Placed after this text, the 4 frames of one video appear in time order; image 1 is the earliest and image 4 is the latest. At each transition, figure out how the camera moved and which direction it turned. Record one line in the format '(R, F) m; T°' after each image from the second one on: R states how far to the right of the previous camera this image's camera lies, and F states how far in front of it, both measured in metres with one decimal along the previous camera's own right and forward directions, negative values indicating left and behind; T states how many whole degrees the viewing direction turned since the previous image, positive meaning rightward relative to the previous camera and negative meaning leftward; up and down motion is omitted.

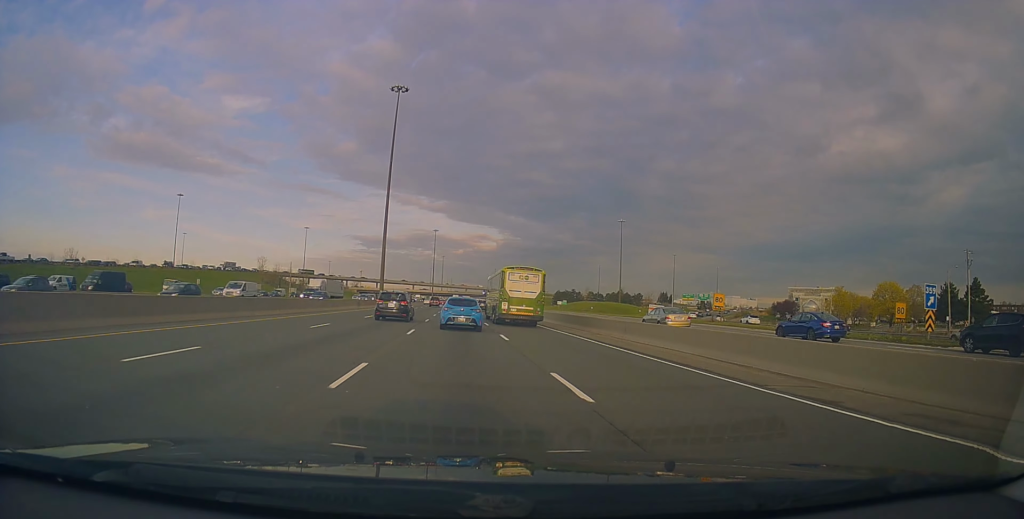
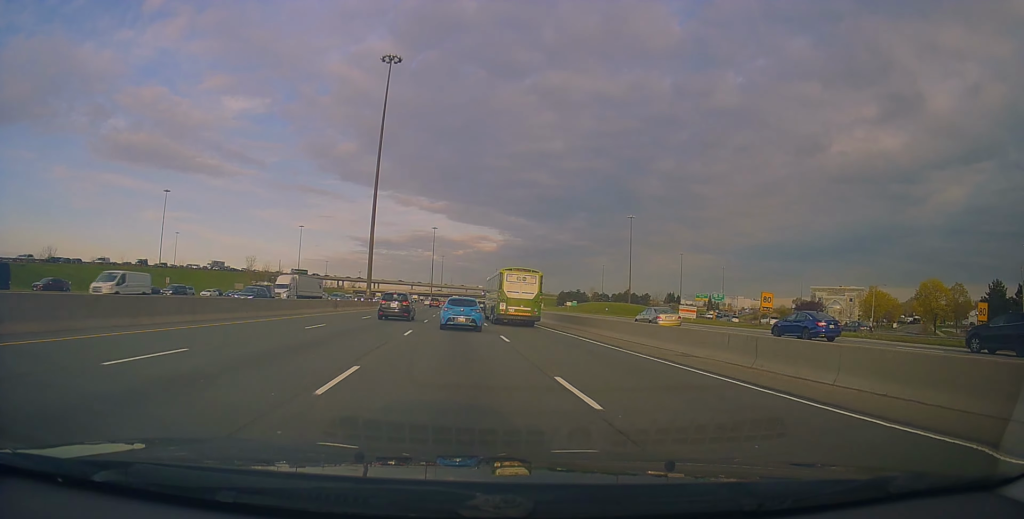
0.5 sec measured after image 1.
(+0.4, +12.3) m; +1°
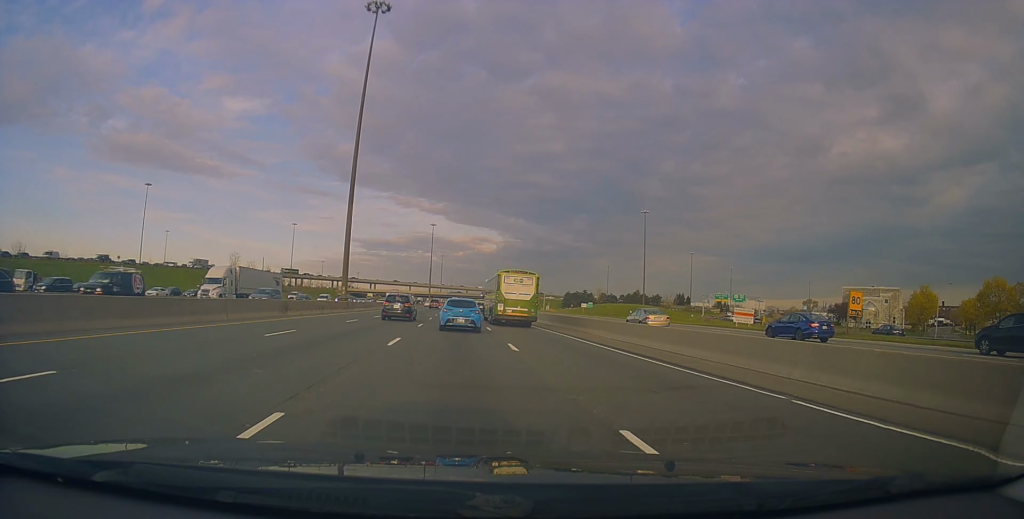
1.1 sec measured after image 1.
(+0.6, +16.9) m; +1°
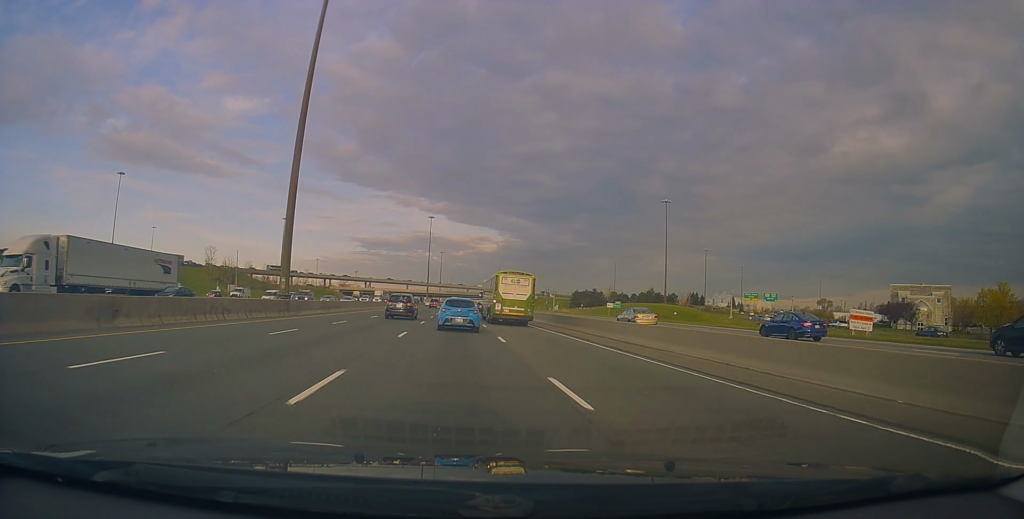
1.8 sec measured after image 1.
(-0.4, +21.0) m; 0°
